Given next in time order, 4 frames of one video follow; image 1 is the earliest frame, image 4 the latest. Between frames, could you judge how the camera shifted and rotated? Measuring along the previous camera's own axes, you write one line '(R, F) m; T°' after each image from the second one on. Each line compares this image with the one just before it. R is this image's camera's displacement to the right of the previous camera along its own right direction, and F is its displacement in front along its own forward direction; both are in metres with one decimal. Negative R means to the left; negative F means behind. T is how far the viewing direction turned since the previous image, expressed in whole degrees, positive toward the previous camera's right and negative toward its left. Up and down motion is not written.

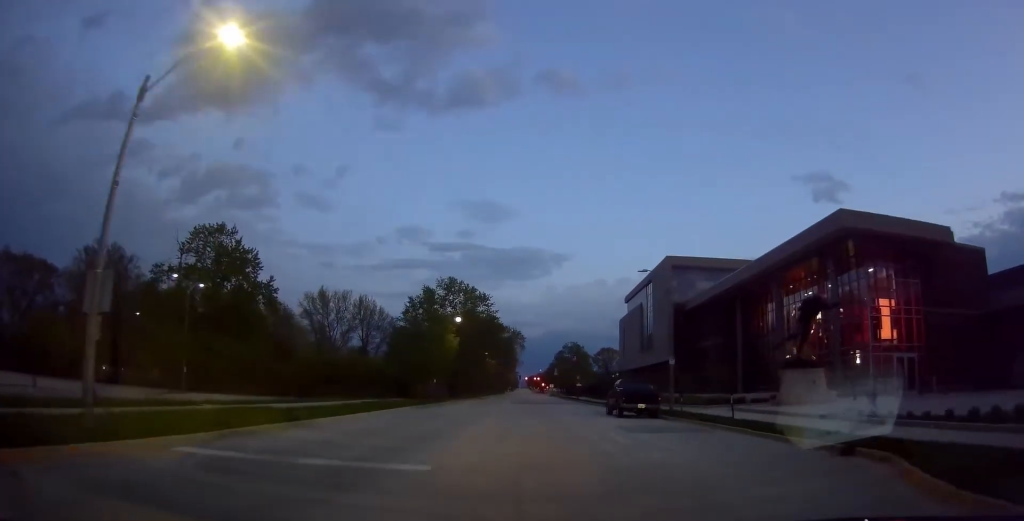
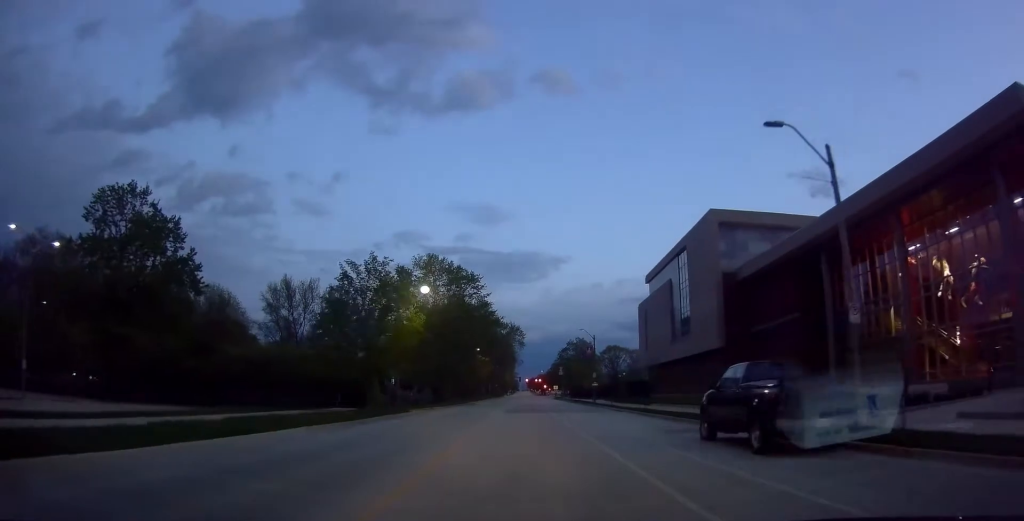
(0.0, +18.3) m; -2°
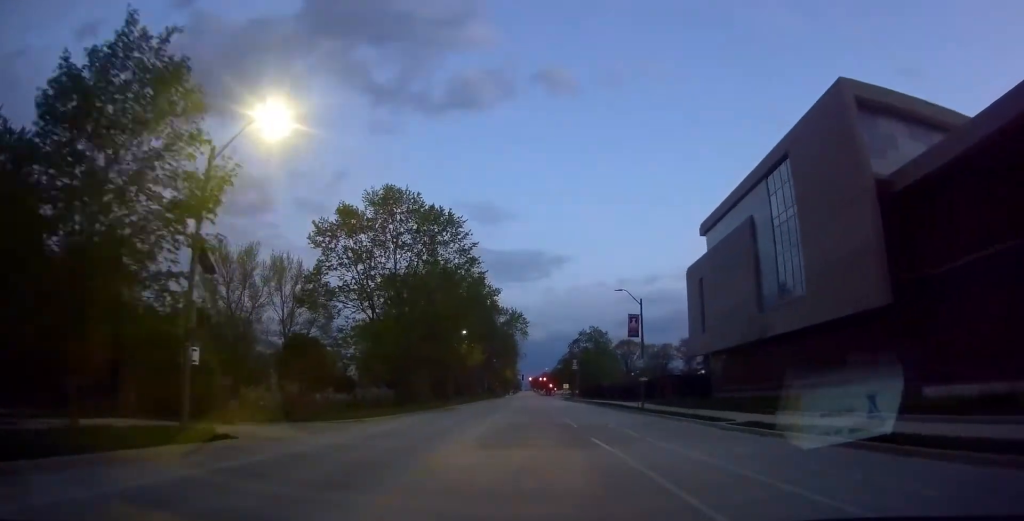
(+0.4, +24.3) m; +2°
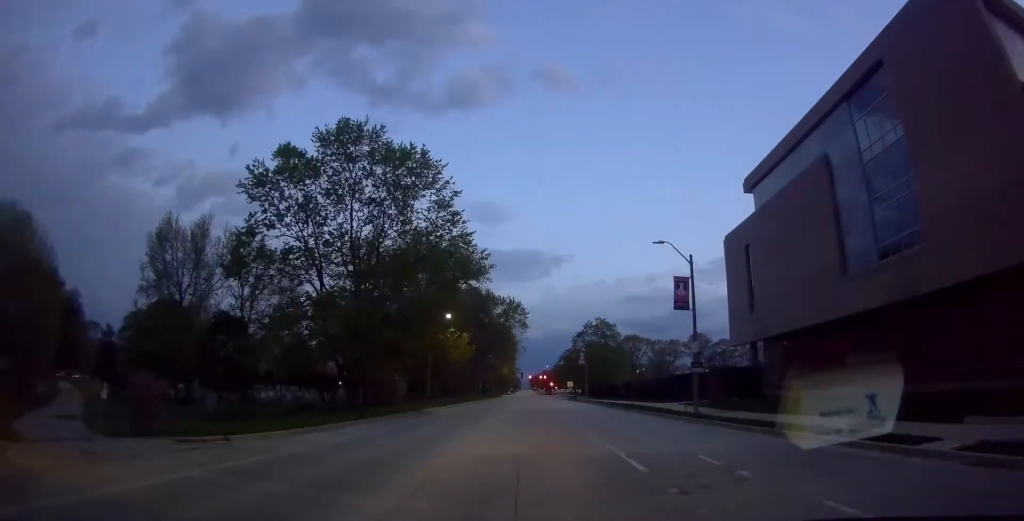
(-0.1, +12.3) m; -1°
